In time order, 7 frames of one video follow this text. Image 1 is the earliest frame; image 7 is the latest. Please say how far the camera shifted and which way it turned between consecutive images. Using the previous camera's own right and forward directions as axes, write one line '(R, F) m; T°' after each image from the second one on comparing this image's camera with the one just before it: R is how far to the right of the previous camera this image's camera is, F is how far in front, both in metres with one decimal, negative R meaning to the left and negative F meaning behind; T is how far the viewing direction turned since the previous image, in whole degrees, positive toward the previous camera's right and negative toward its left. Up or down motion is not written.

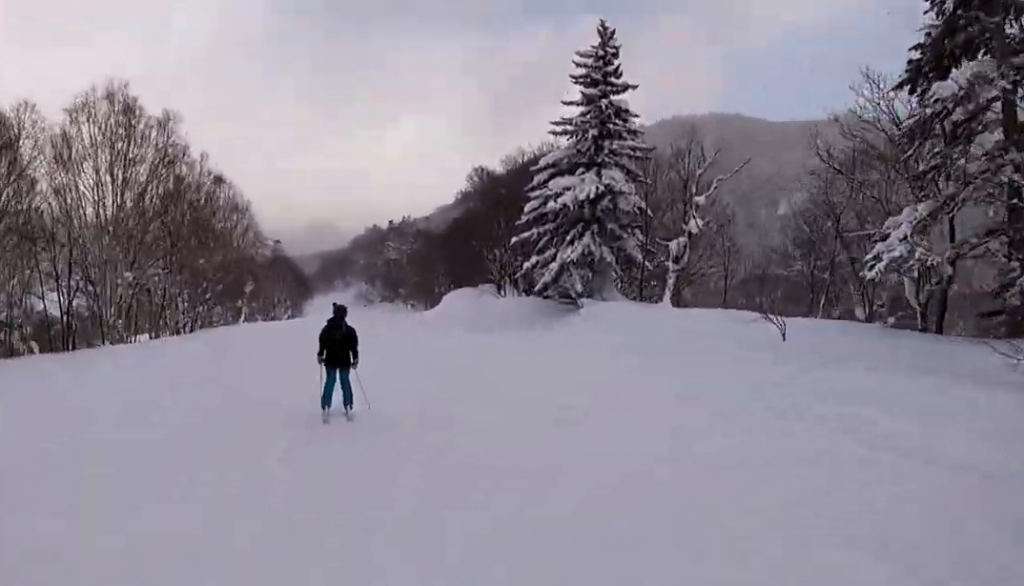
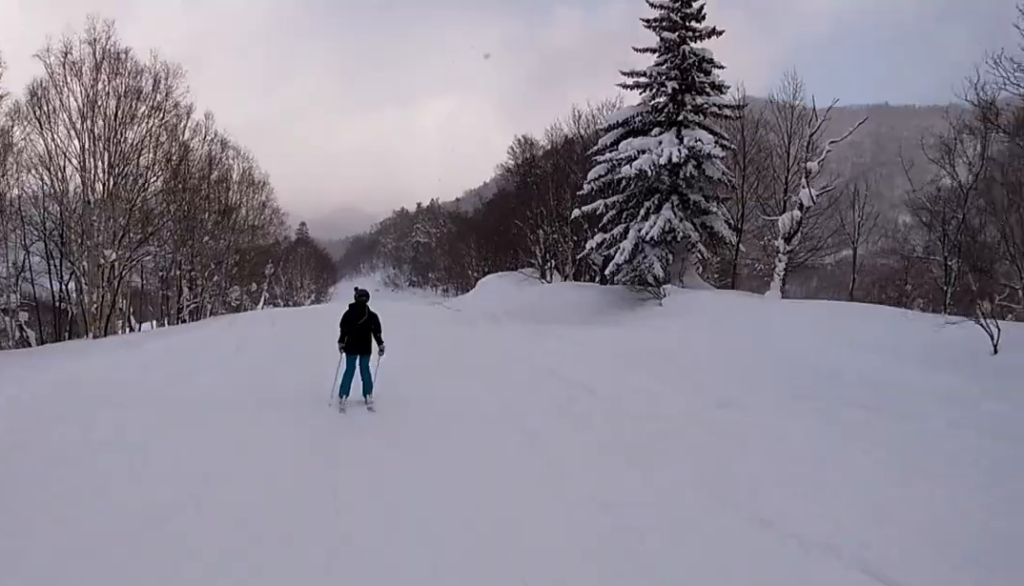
(0.0, +5.2) m; -1°
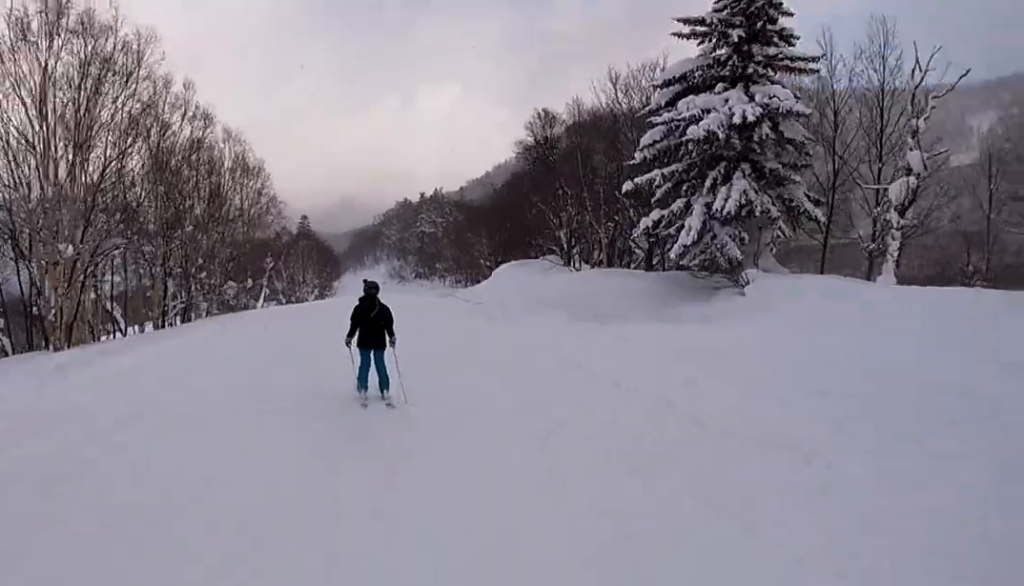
(-0.1, +4.5) m; -1°
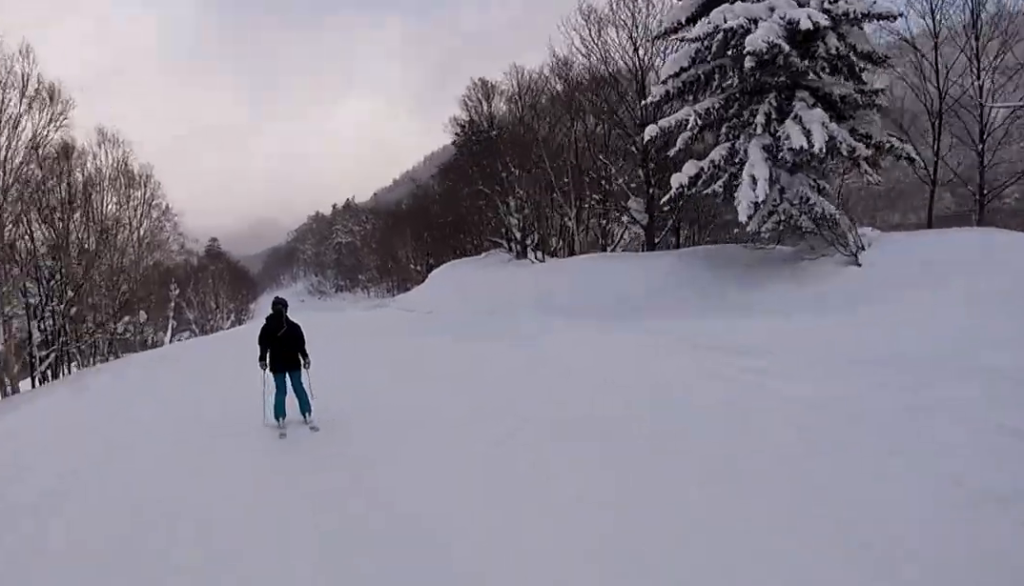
(-0.1, +7.1) m; -2°
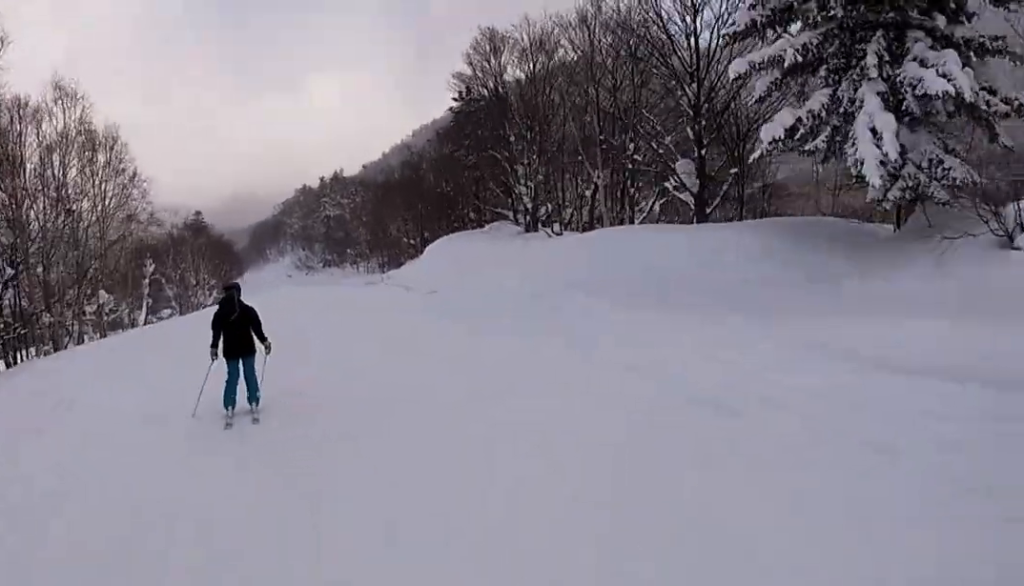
(-0.1, +3.9) m; -1°
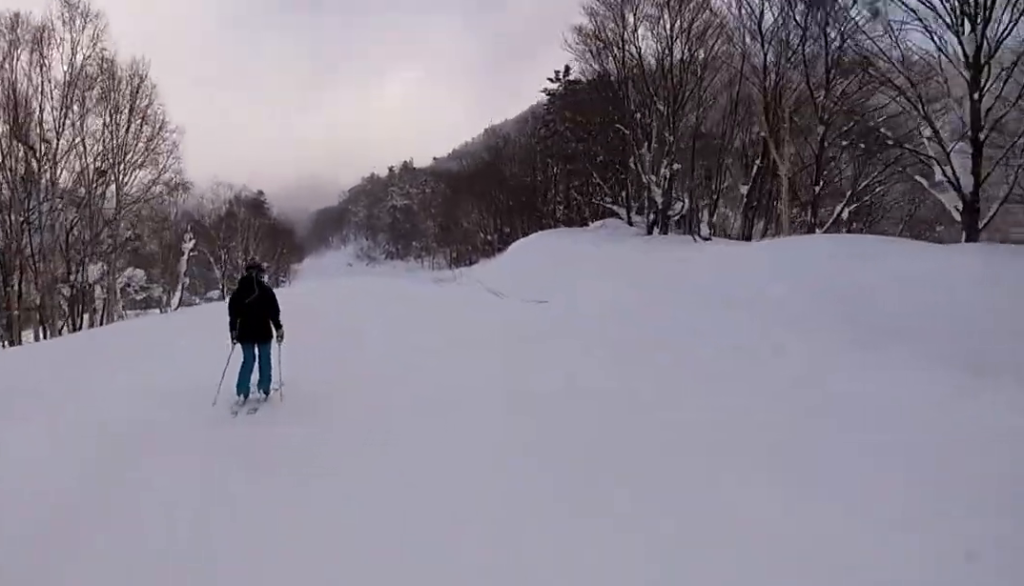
(-0.1, +7.3) m; -2°
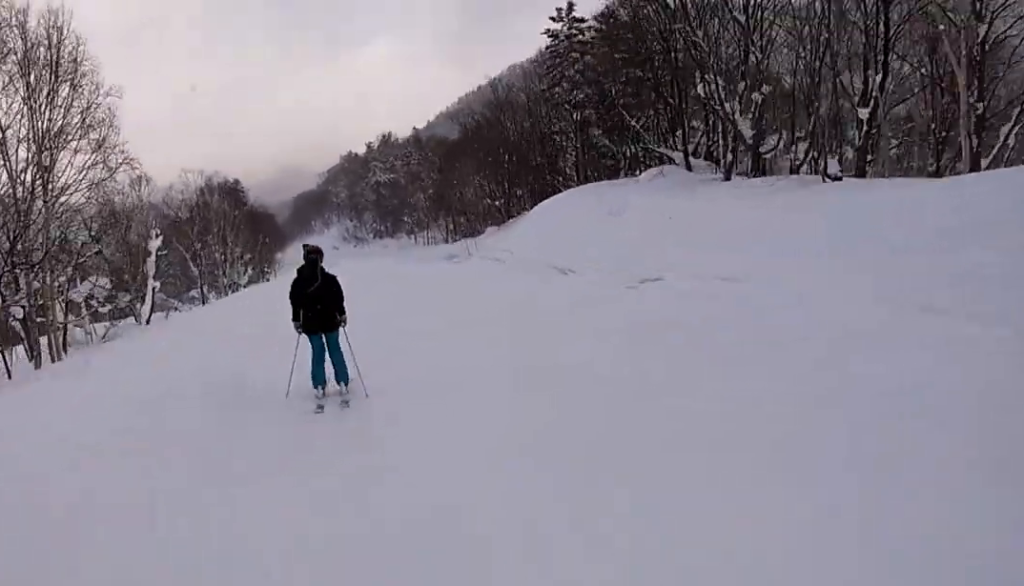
(0.0, +6.5) m; -2°
